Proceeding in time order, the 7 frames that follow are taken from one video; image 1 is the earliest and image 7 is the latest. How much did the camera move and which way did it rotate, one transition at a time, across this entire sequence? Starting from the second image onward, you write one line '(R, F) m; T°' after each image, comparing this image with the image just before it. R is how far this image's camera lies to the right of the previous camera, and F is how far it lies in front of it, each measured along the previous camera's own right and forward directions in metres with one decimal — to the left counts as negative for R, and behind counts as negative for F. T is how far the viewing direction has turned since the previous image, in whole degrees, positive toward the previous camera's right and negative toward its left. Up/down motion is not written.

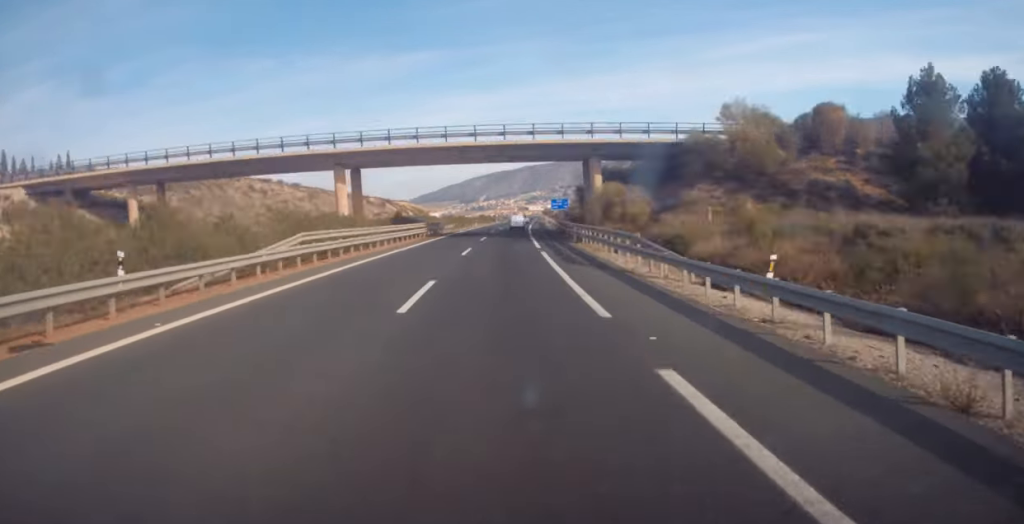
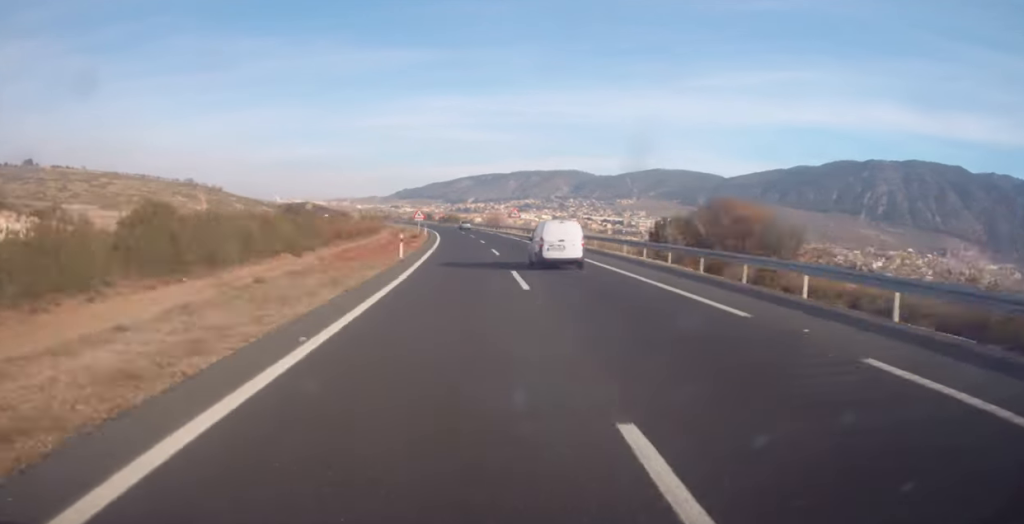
(-1.5, +269.0) m; -7°
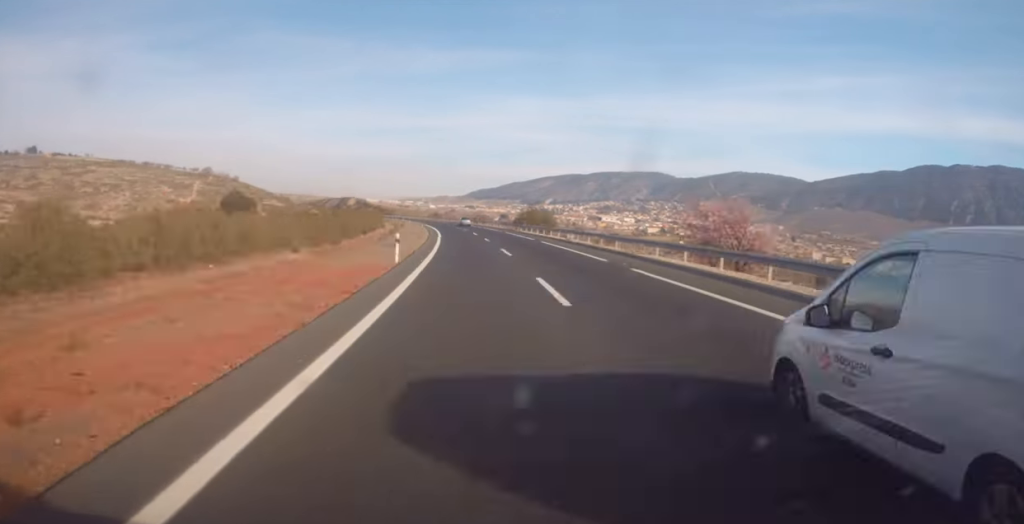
(-2.9, +107.2) m; -6°
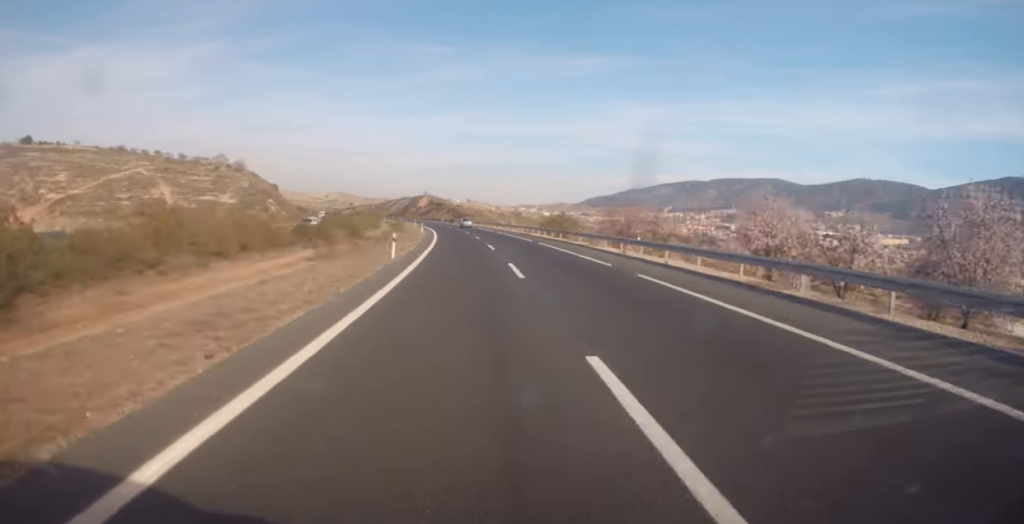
(-12.5, +151.1) m; -8°
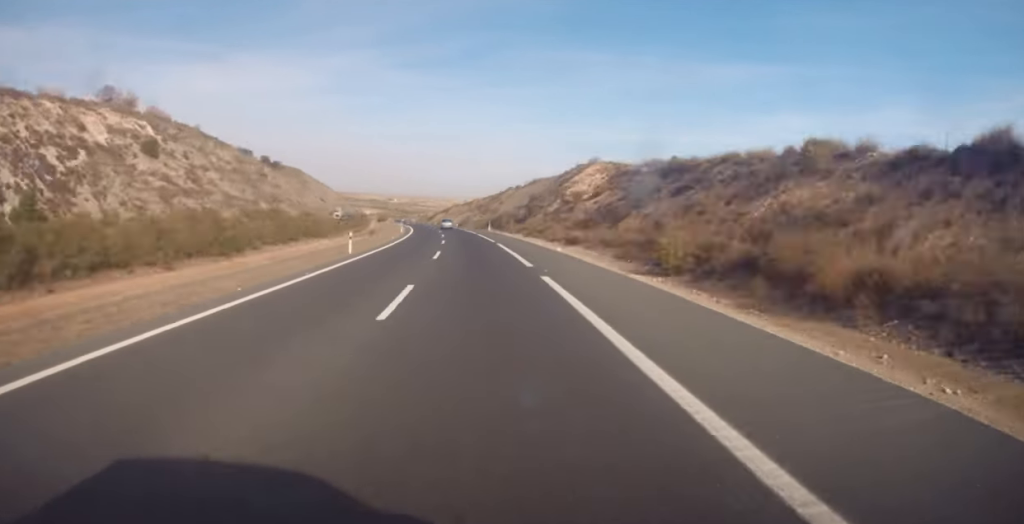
(-17.7, +197.5) m; -9°
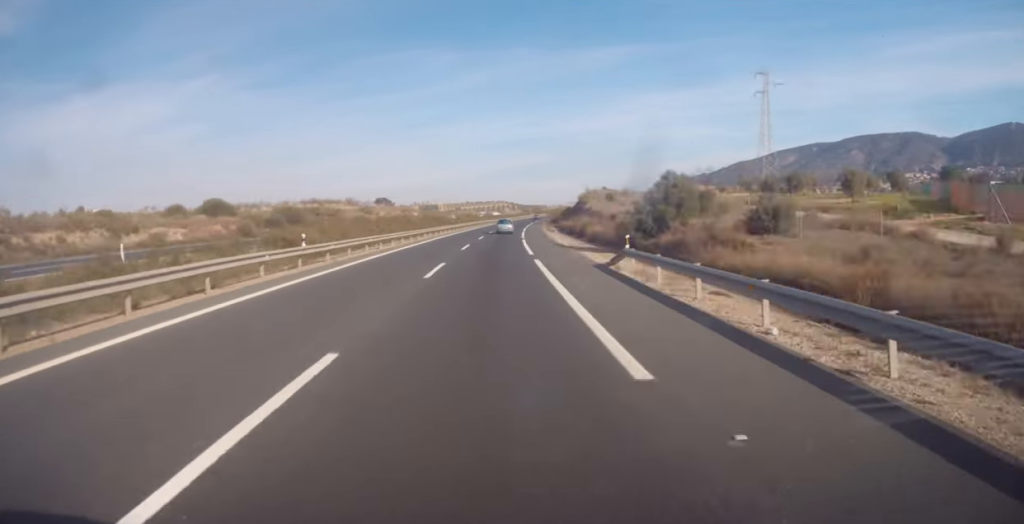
(+71.4, +787.4) m; +20°
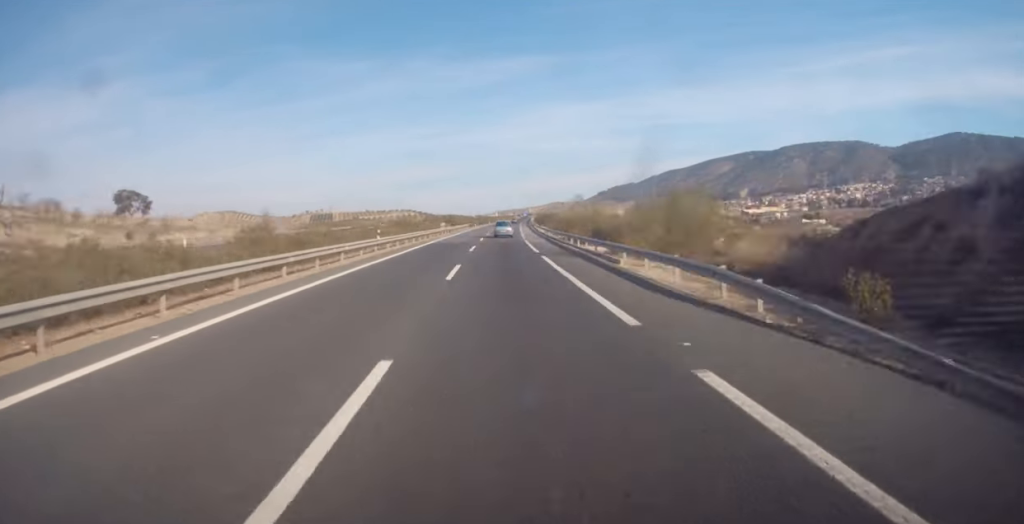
(+10.4, +190.9) m; +5°
